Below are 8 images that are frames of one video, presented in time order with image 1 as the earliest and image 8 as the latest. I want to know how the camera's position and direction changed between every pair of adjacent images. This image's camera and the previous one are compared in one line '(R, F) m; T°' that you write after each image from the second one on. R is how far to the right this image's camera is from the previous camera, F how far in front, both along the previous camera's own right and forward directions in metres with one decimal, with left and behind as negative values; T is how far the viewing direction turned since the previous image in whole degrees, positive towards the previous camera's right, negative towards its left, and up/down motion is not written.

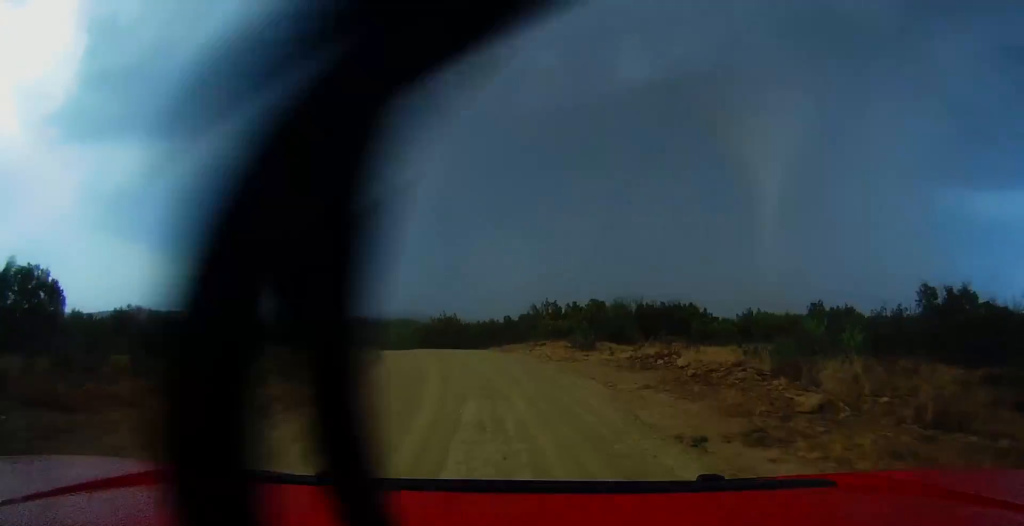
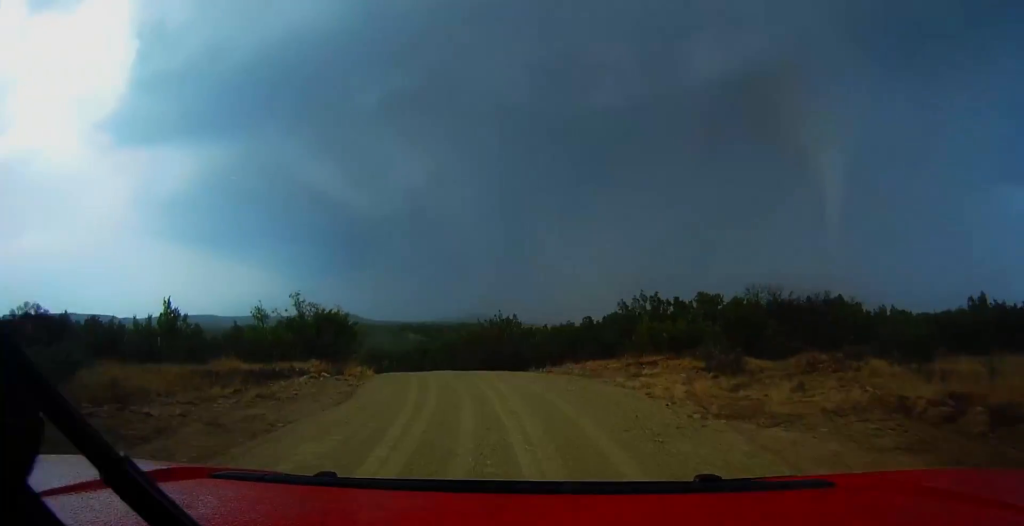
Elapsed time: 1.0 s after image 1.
(-0.6, +14.3) m; -6°
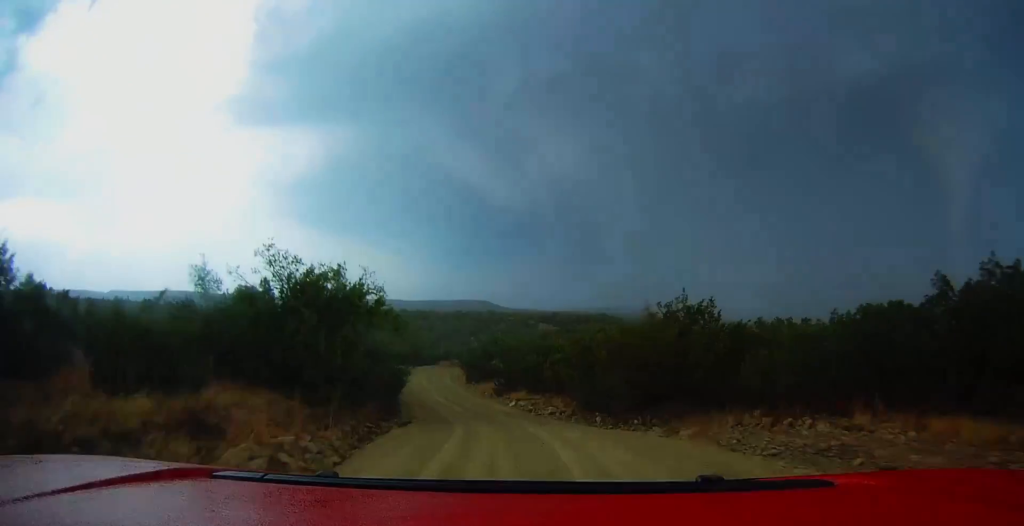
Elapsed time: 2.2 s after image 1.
(-1.5, +18.4) m; -9°
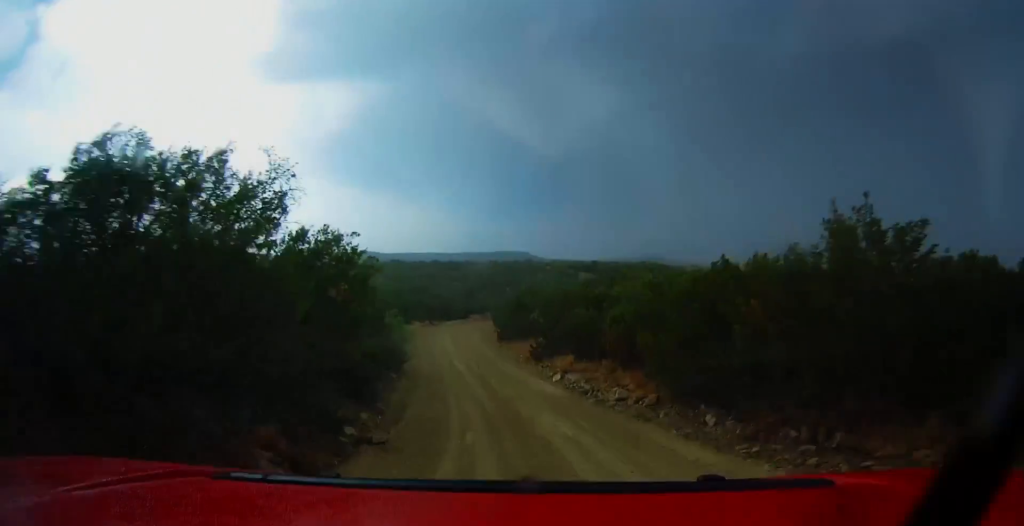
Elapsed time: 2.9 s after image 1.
(-0.4, +10.1) m; -4°
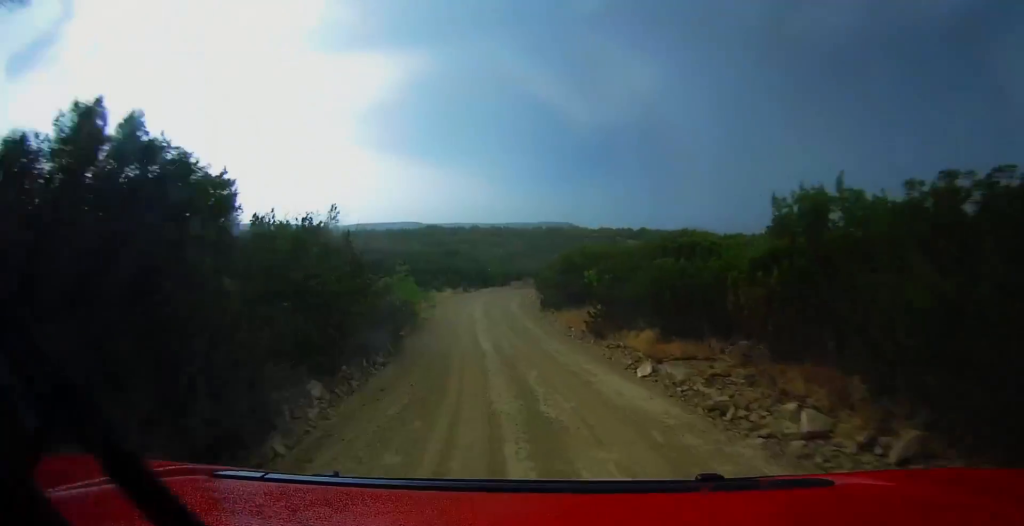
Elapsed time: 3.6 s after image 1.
(-0.6, +9.7) m; -3°
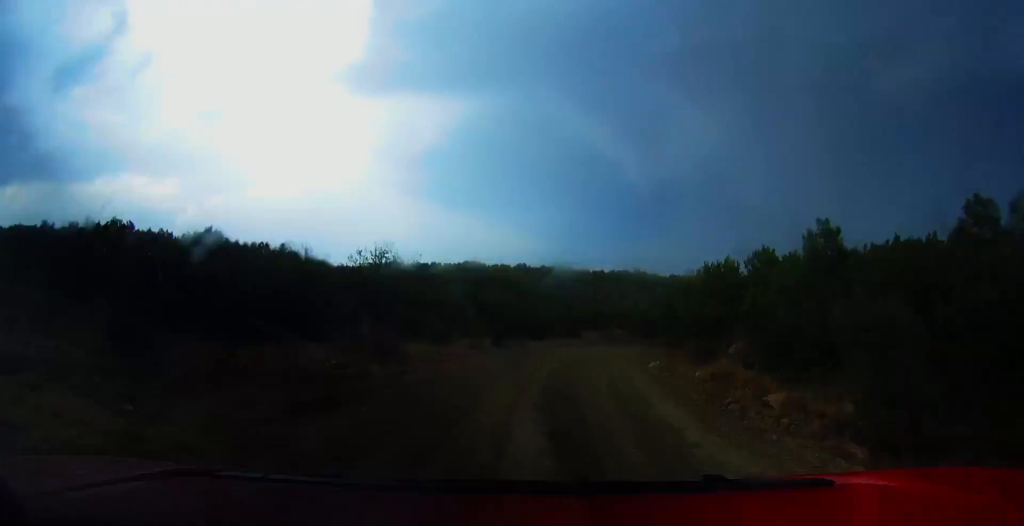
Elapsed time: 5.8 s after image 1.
(0.0, +31.6) m; +3°
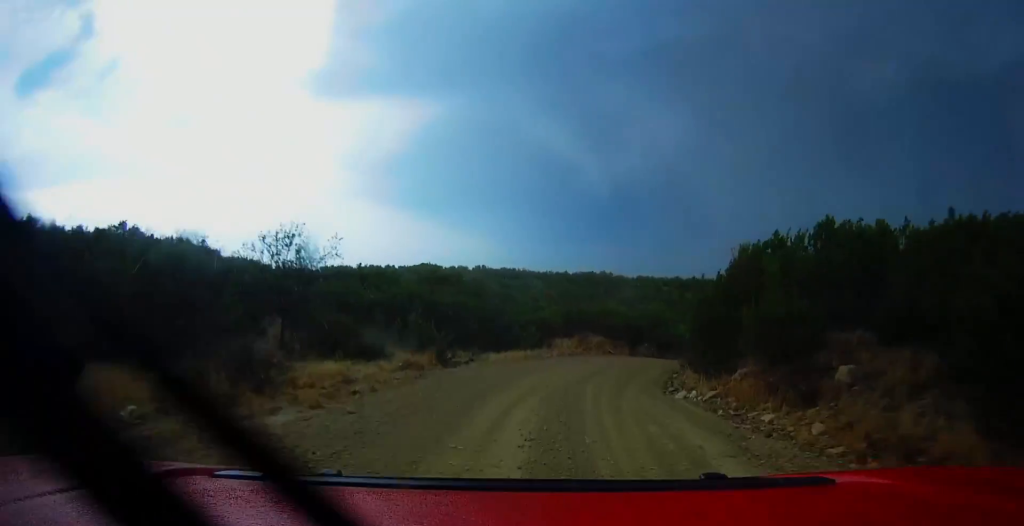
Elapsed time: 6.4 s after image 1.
(+0.2, +8.7) m; +4°
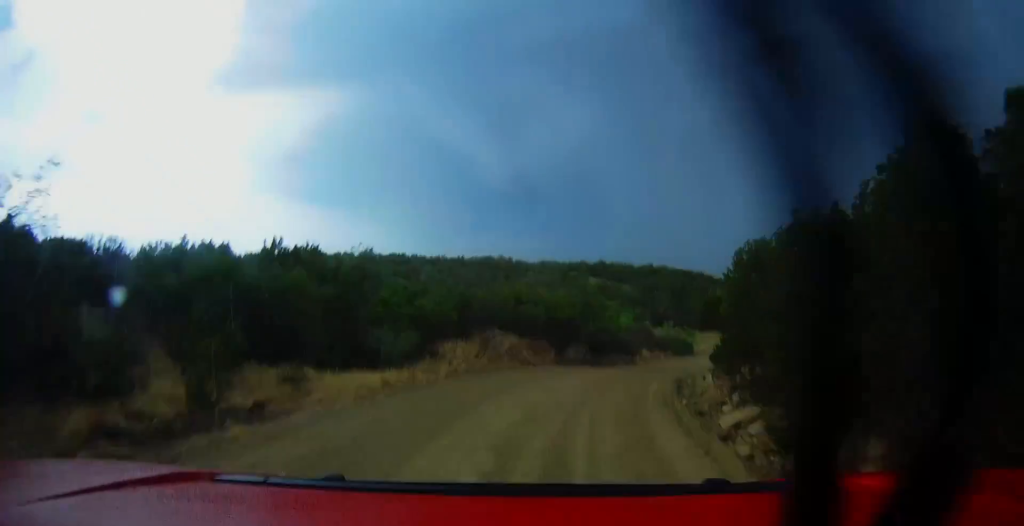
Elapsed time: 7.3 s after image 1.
(+0.8, +13.2) m; +5°
